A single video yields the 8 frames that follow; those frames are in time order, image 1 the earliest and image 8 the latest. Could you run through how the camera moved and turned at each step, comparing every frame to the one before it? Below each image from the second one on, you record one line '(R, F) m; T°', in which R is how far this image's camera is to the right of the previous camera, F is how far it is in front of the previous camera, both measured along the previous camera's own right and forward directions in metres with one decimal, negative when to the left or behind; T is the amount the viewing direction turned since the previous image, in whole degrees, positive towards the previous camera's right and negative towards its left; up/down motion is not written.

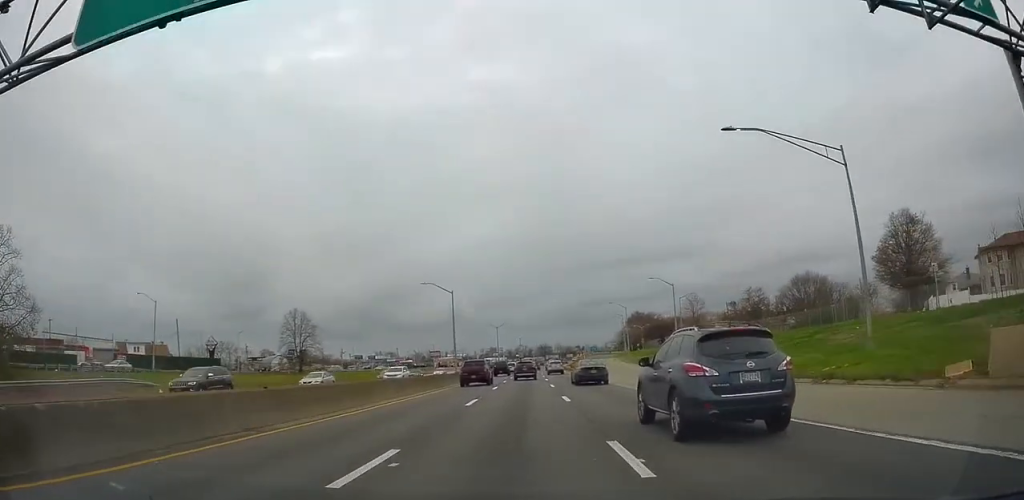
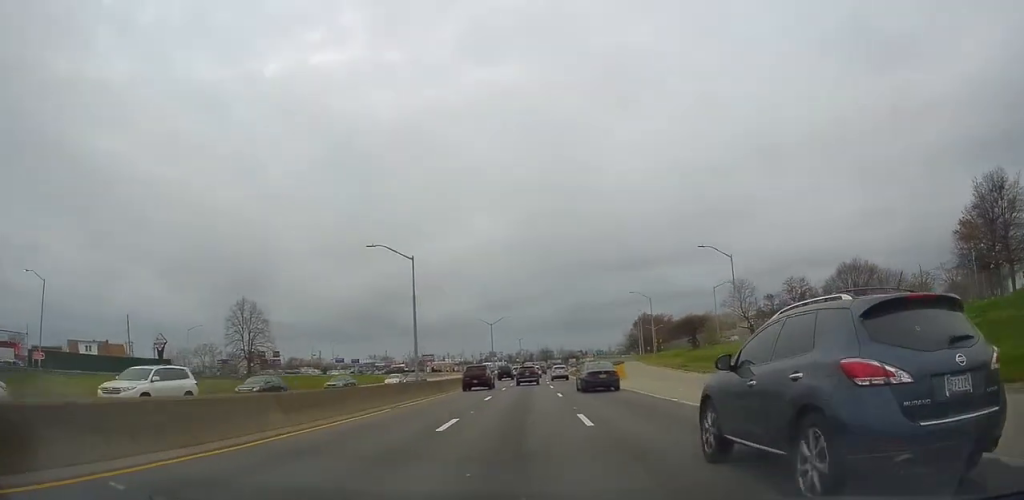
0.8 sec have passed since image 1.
(-0.3, +19.8) m; -1°
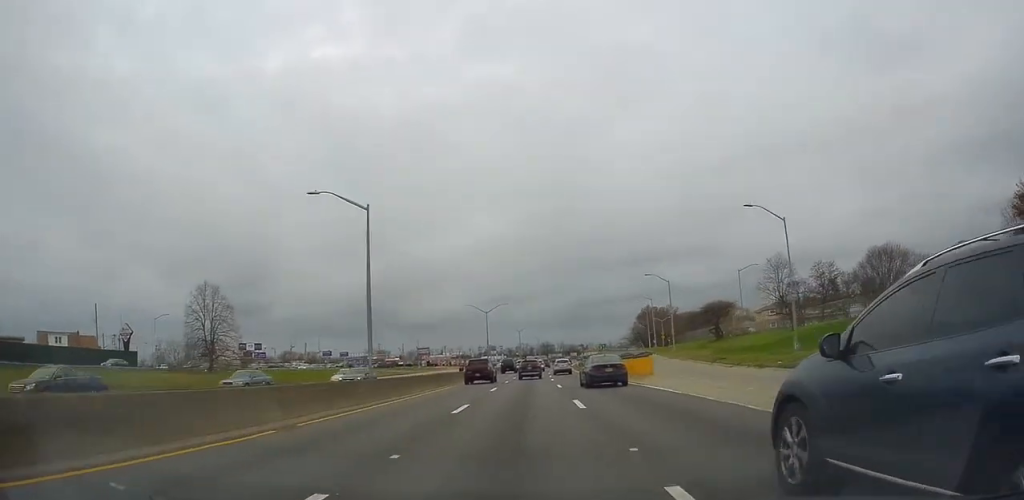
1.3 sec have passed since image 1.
(-0.1, +10.7) m; +1°
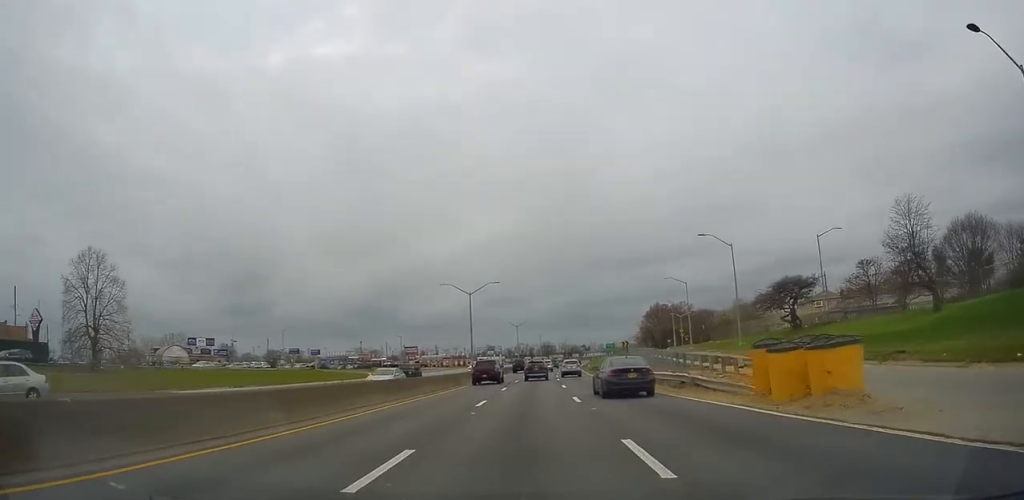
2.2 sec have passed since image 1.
(+0.2, +22.6) m; +1°
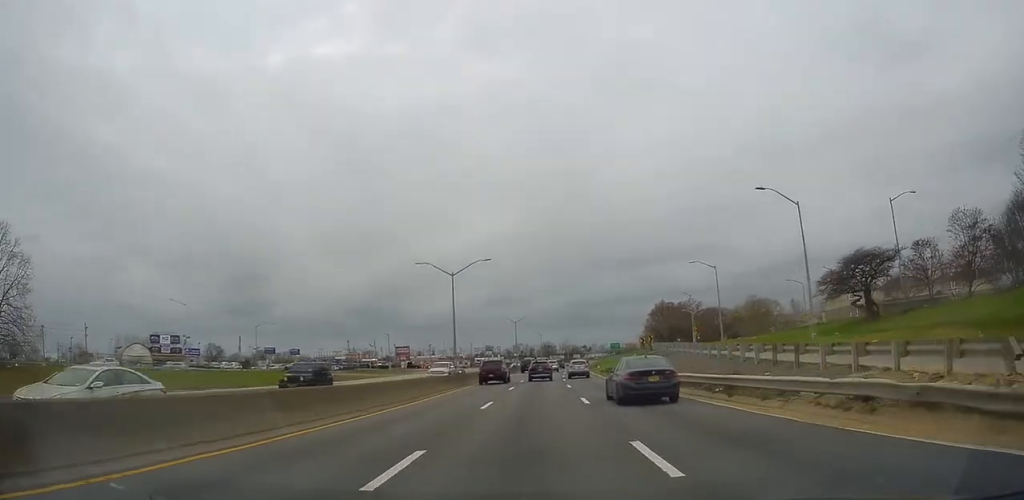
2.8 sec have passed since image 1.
(+0.3, +13.0) m; 0°
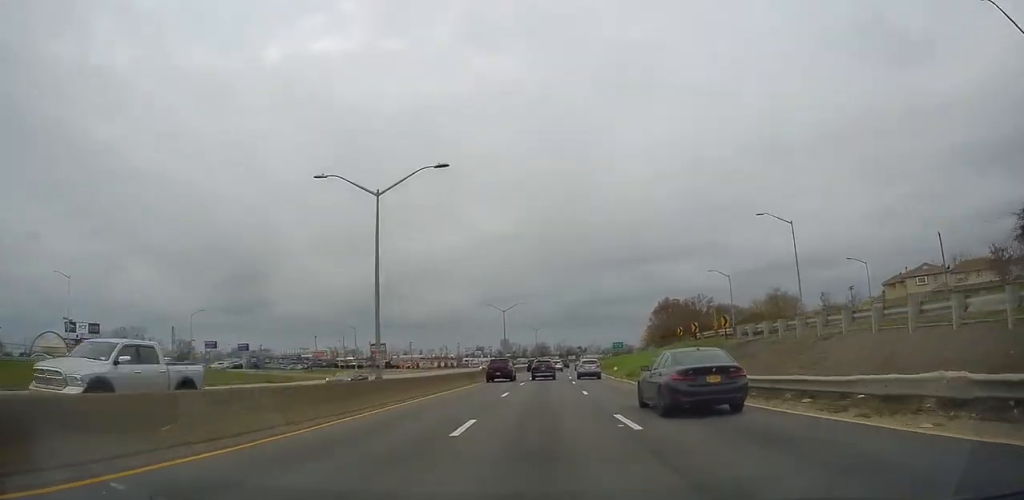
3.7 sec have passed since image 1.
(-0.6, +21.5) m; -2°
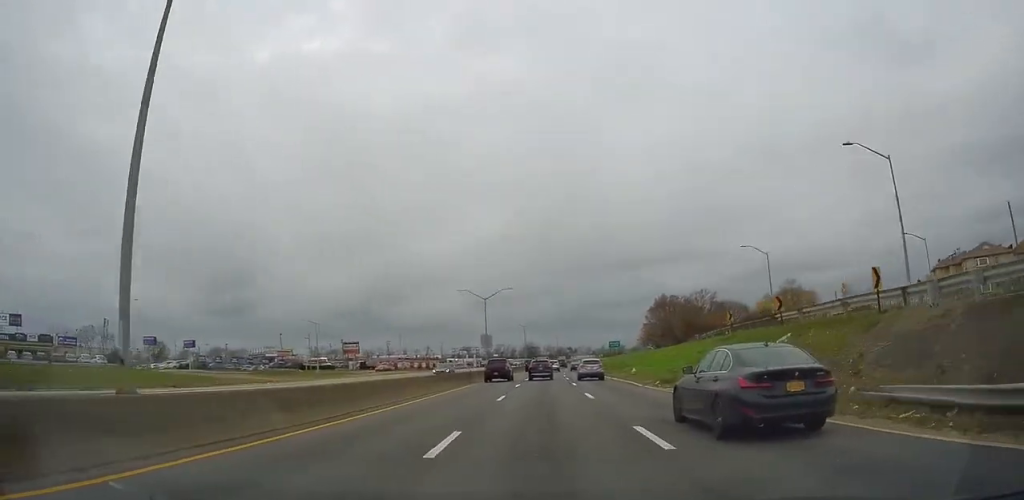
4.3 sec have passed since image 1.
(0.0, +15.3) m; 0°
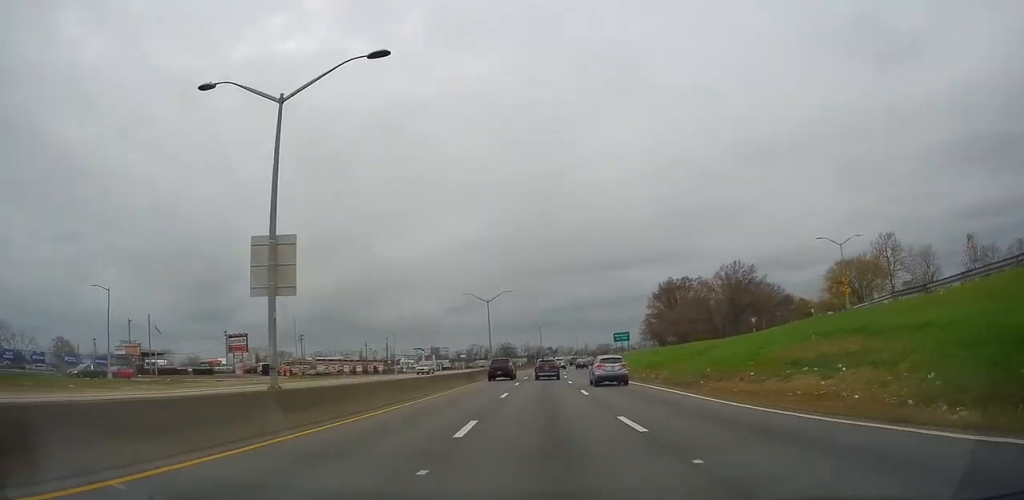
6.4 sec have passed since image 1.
(+1.0, +48.8) m; +3°
